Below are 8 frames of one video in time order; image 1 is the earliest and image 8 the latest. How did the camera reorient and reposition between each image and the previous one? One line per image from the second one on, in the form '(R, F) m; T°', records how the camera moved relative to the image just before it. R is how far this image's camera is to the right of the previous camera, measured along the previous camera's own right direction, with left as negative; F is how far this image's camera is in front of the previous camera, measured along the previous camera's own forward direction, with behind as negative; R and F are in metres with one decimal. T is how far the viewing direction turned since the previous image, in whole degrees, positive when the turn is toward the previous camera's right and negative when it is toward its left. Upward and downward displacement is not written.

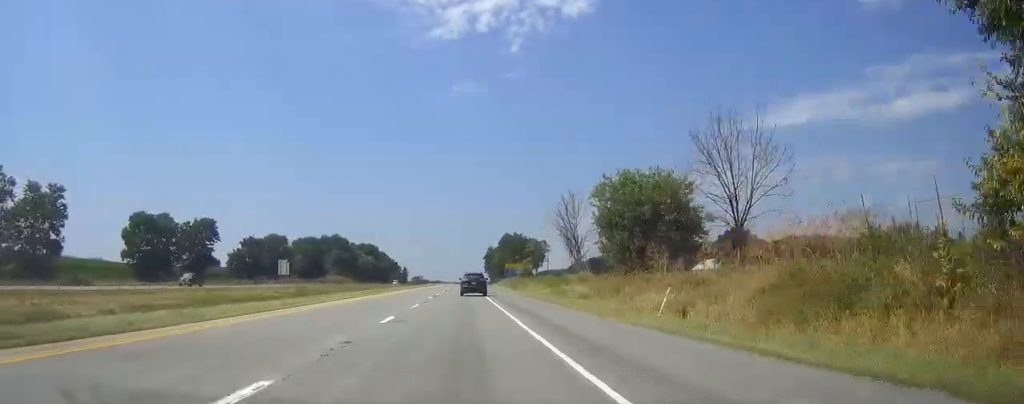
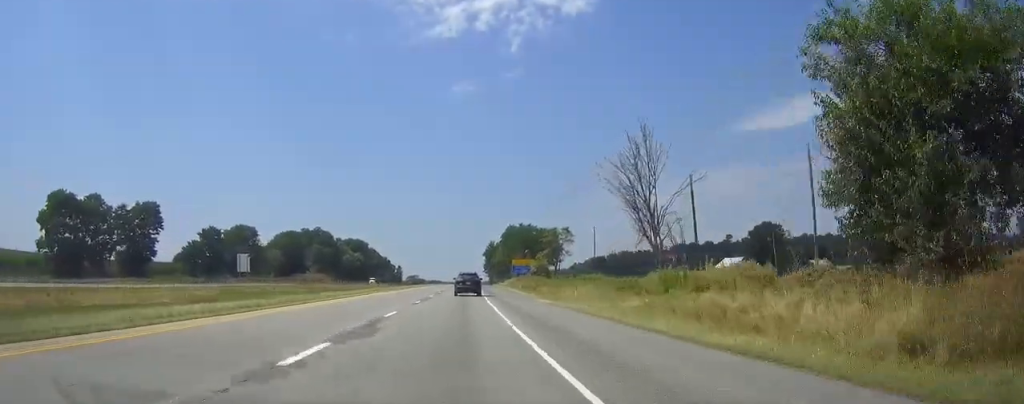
(0.0, +32.2) m; 0°
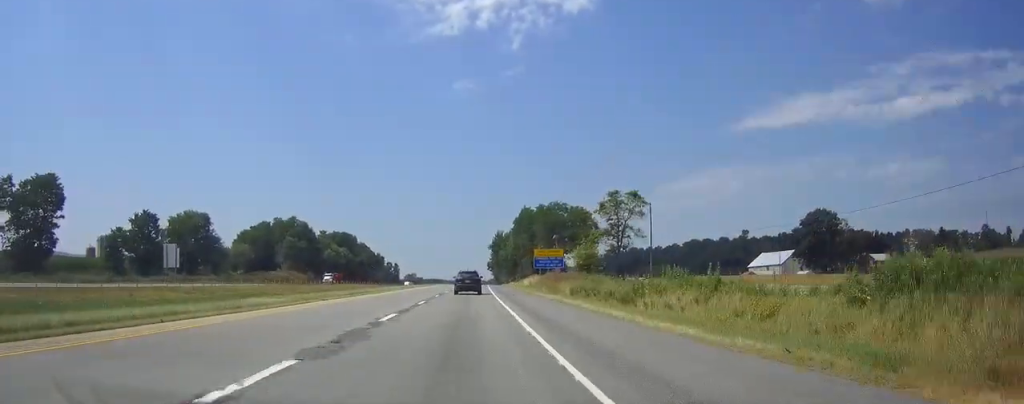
(+0.1, +40.0) m; 0°
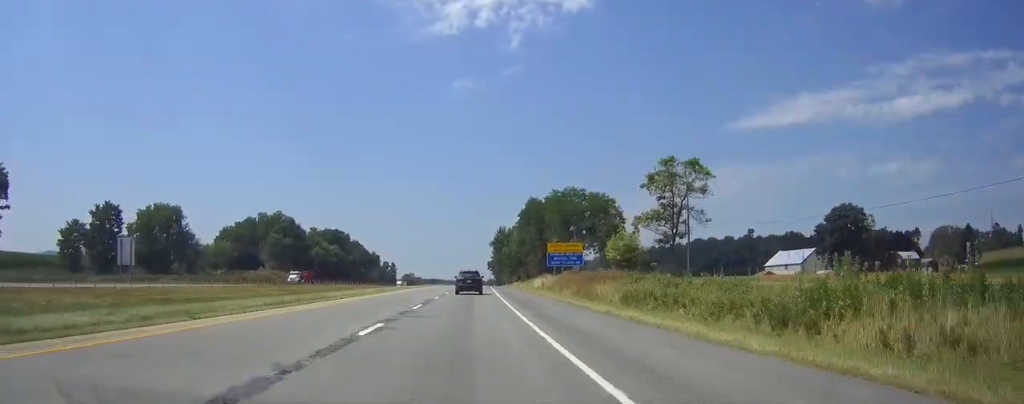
(0.0, +16.6) m; 0°
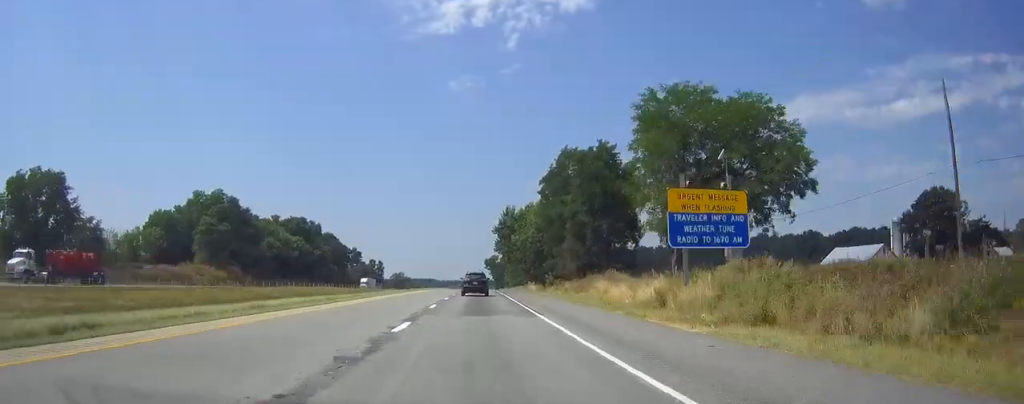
(-0.1, +48.3) m; 0°
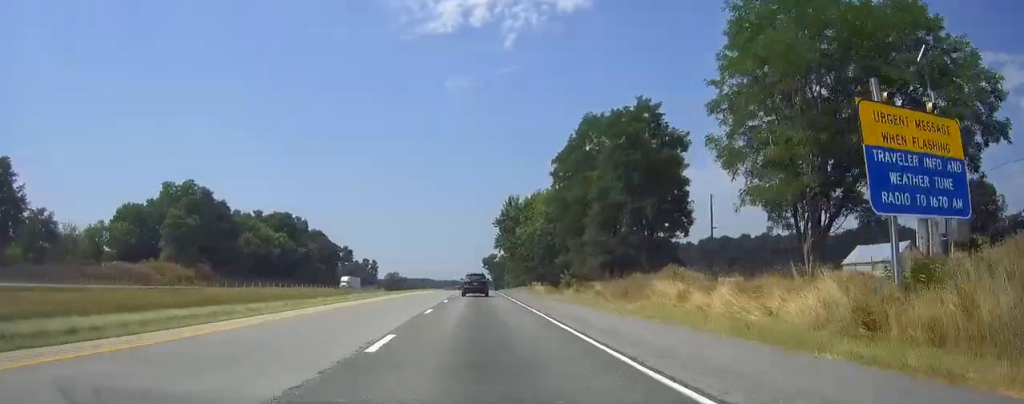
(+0.1, +16.2) m; 0°
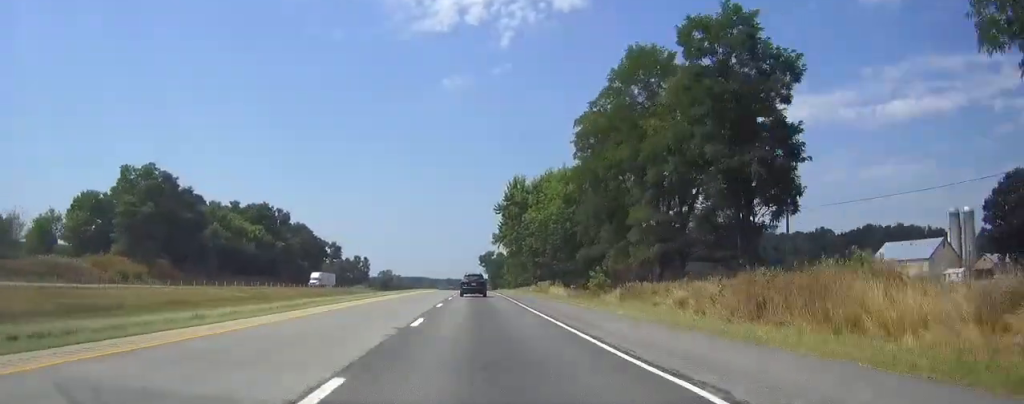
(0.0, +18.2) m; 0°
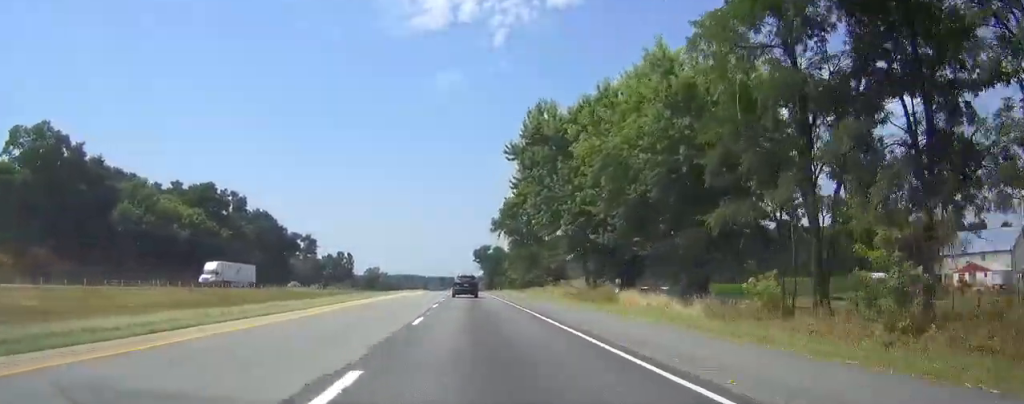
(+0.2, +36.1) m; 0°
